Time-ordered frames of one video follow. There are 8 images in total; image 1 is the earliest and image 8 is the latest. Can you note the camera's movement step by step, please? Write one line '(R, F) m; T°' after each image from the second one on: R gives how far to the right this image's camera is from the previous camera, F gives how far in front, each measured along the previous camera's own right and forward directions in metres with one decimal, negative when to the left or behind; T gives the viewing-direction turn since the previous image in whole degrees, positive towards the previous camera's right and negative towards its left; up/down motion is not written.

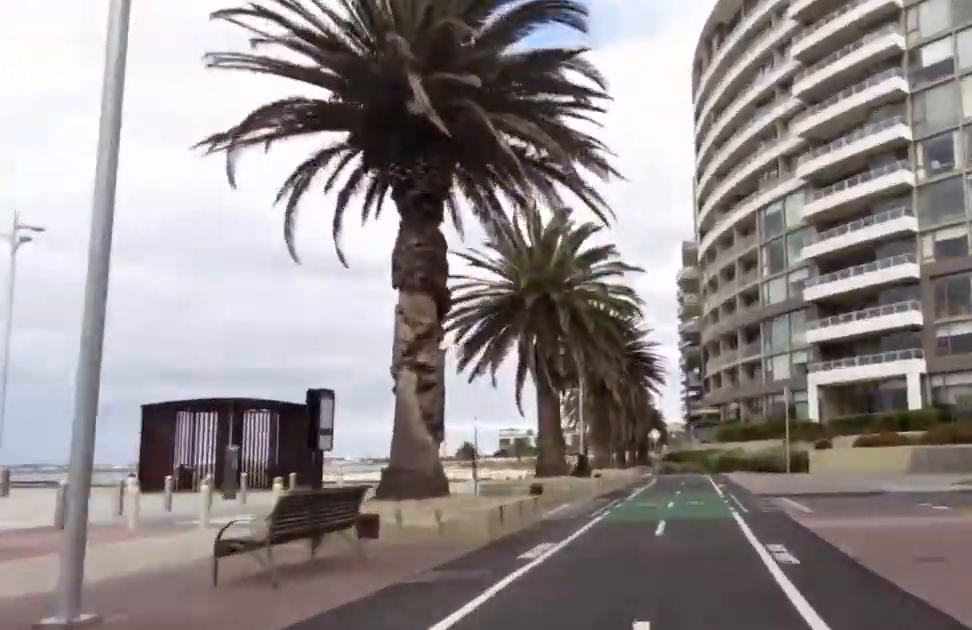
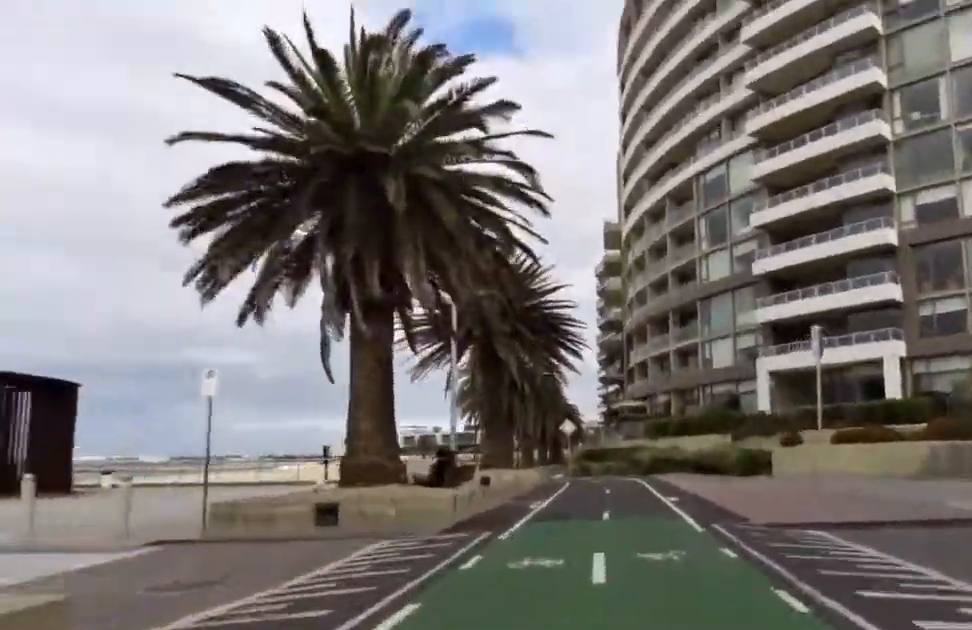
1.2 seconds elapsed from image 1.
(-0.5, +10.5) m; -1°
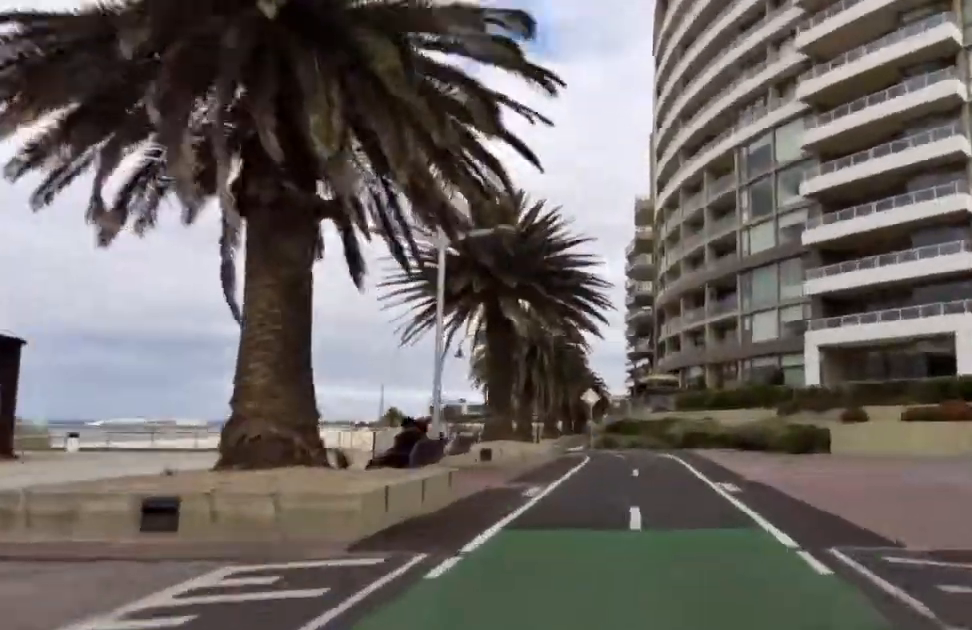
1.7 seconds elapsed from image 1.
(0.0, +4.9) m; +3°
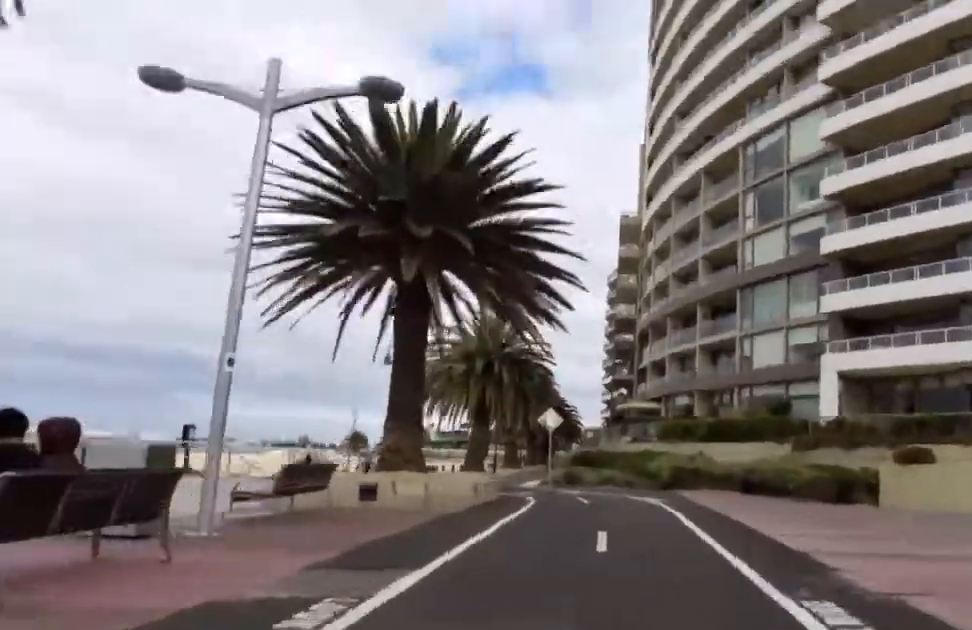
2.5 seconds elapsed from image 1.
(+0.8, +7.3) m; +7°
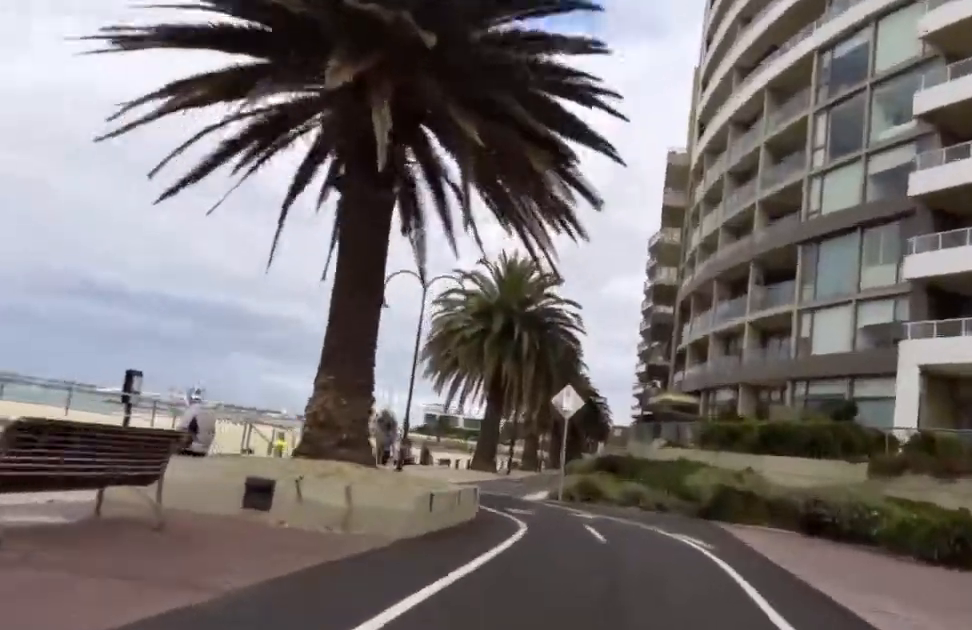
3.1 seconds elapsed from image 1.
(+0.3, +4.9) m; -4°
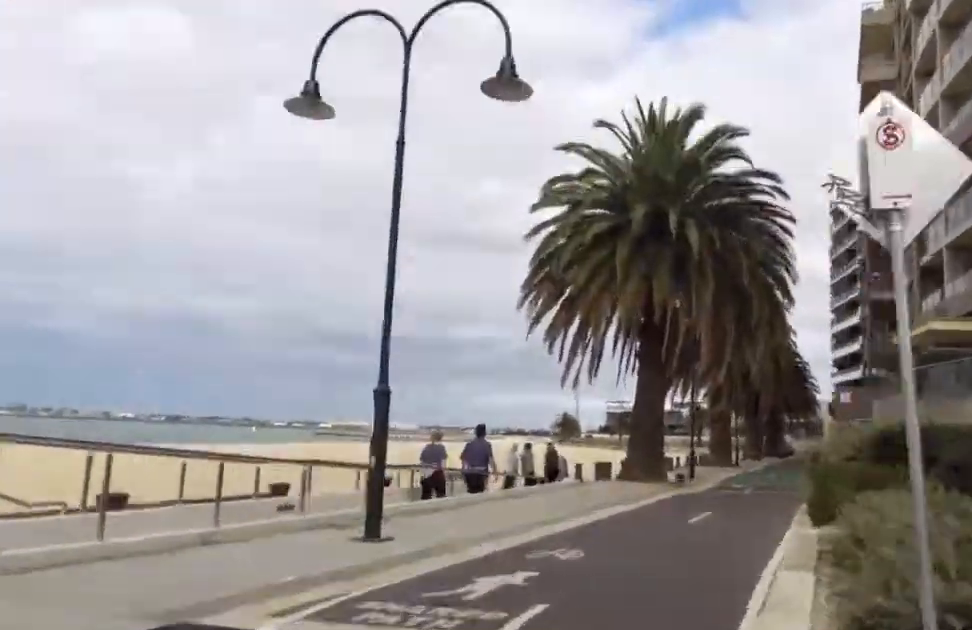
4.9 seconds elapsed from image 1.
(-1.3, +15.0) m; -5°
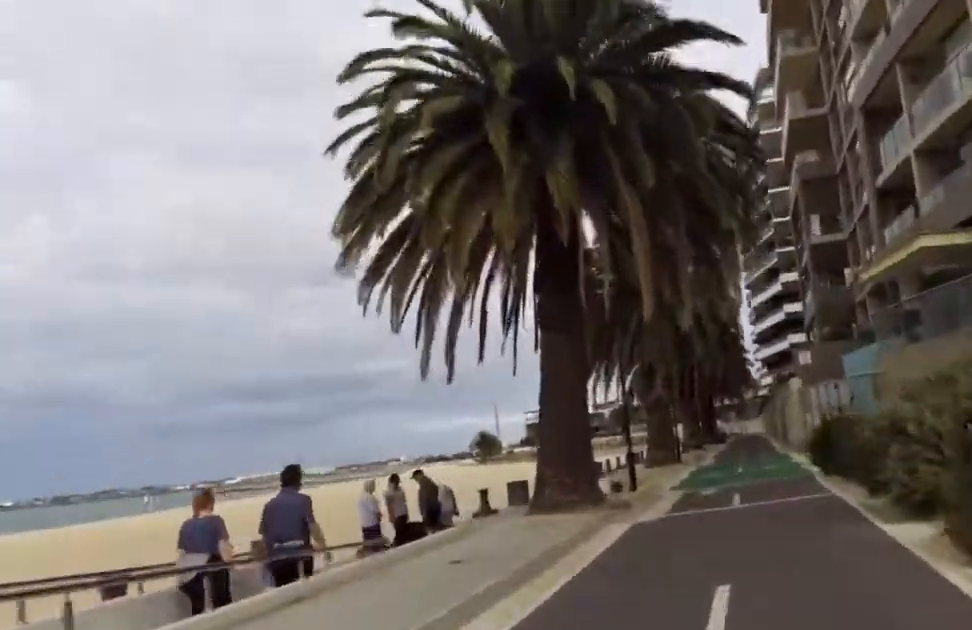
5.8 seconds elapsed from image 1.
(+0.2, +7.4) m; -3°
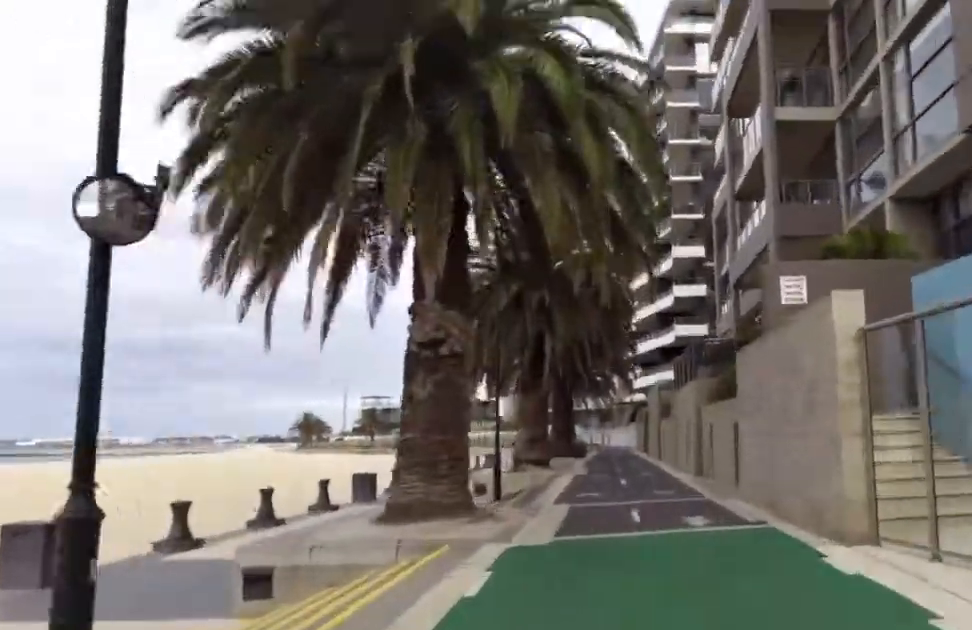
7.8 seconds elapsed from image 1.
(-0.4, +15.7) m; +5°
